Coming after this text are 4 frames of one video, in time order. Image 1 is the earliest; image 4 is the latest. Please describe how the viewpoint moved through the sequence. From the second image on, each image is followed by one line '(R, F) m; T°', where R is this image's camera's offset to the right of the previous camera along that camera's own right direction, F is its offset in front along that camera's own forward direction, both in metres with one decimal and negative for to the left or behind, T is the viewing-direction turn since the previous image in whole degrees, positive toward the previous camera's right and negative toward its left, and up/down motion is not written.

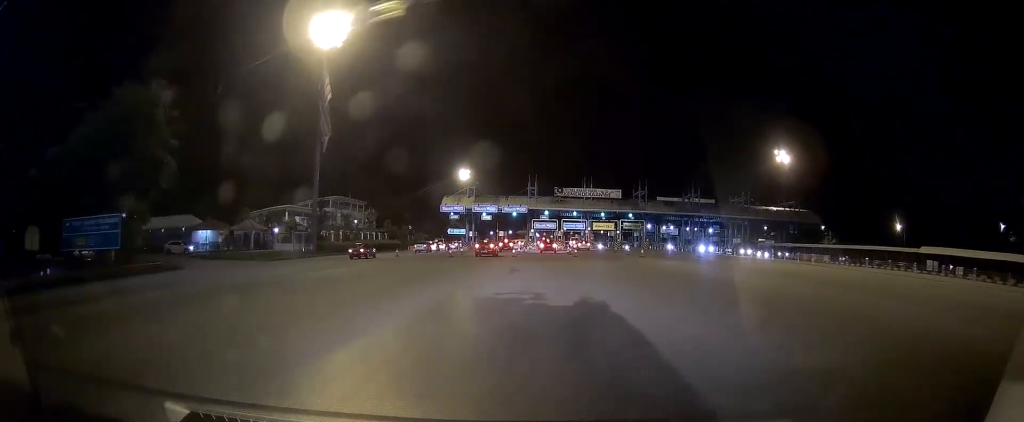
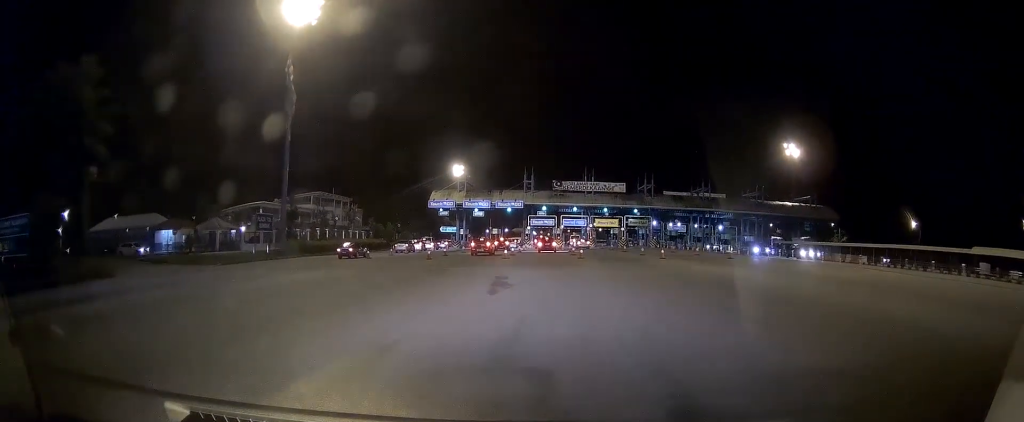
(0.0, +8.8) m; +1°
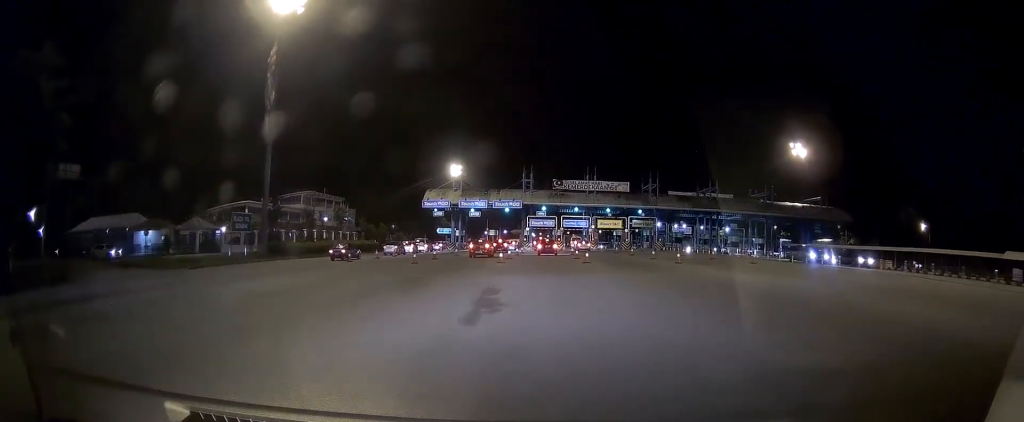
(+0.1, +4.8) m; 0°
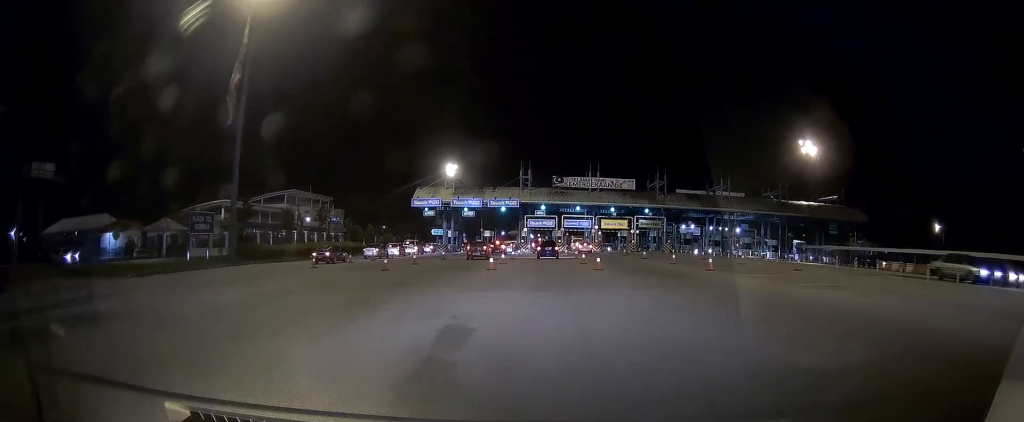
(0.0, +7.0) m; -1°
